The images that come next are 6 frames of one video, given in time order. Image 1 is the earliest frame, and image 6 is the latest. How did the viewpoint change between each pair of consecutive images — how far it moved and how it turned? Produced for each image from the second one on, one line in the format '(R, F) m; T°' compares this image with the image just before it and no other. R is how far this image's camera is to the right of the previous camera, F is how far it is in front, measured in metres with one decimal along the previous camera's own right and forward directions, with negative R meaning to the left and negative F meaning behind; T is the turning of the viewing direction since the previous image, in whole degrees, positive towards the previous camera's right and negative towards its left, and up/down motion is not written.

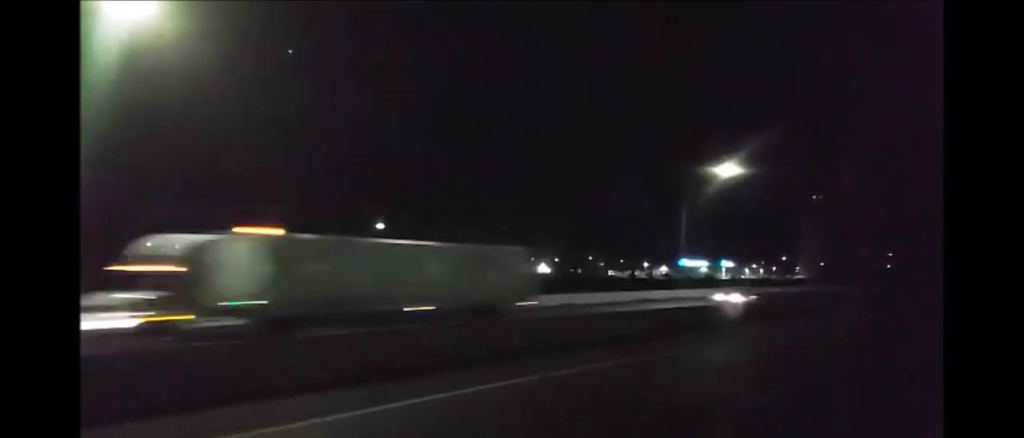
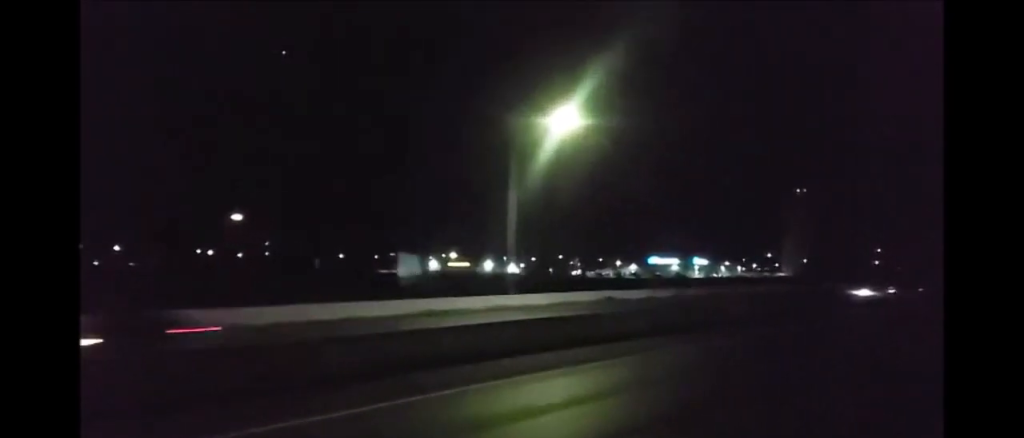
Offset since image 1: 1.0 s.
(+0.2, +27.9) m; 0°
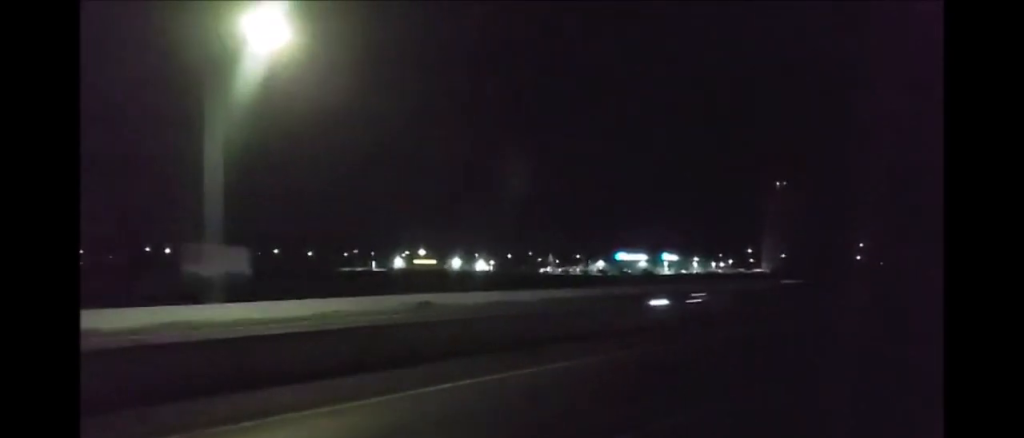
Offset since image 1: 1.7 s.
(0.0, +21.2) m; +1°
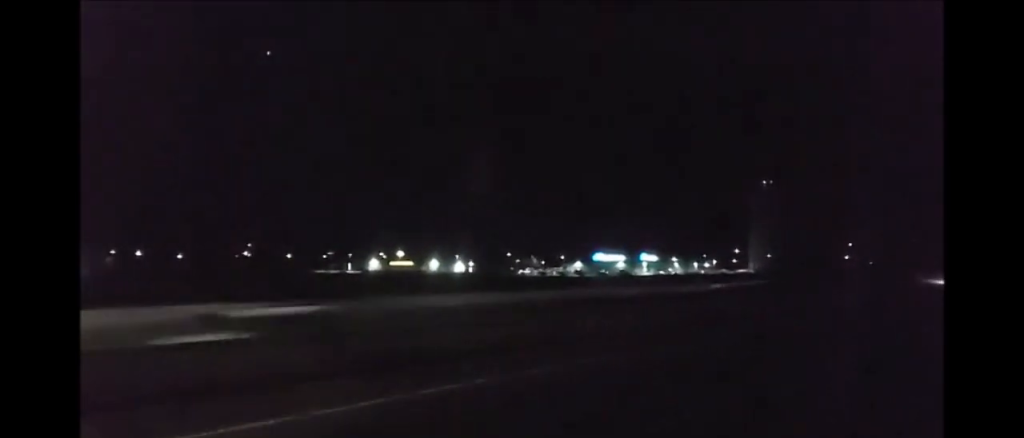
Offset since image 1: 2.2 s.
(-0.1, +13.5) m; +1°
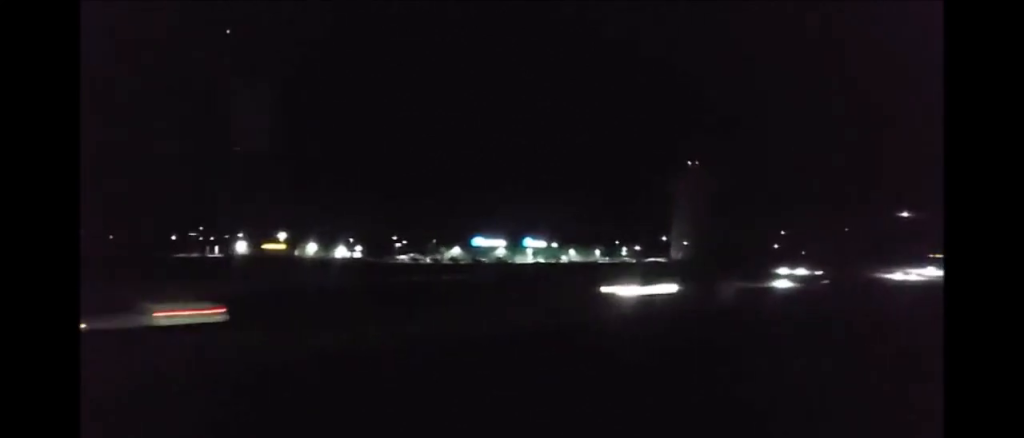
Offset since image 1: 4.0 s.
(+0.6, +53.8) m; +1°
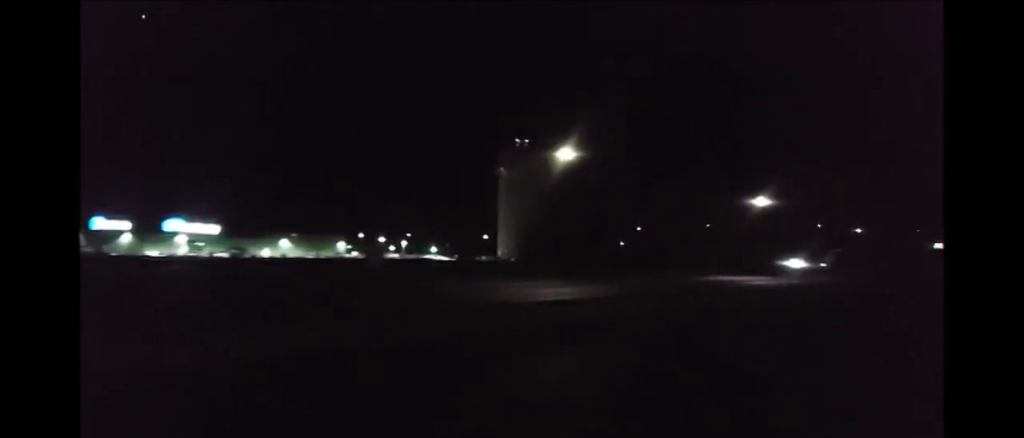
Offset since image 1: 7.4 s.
(+6.1, +97.4) m; +6°
